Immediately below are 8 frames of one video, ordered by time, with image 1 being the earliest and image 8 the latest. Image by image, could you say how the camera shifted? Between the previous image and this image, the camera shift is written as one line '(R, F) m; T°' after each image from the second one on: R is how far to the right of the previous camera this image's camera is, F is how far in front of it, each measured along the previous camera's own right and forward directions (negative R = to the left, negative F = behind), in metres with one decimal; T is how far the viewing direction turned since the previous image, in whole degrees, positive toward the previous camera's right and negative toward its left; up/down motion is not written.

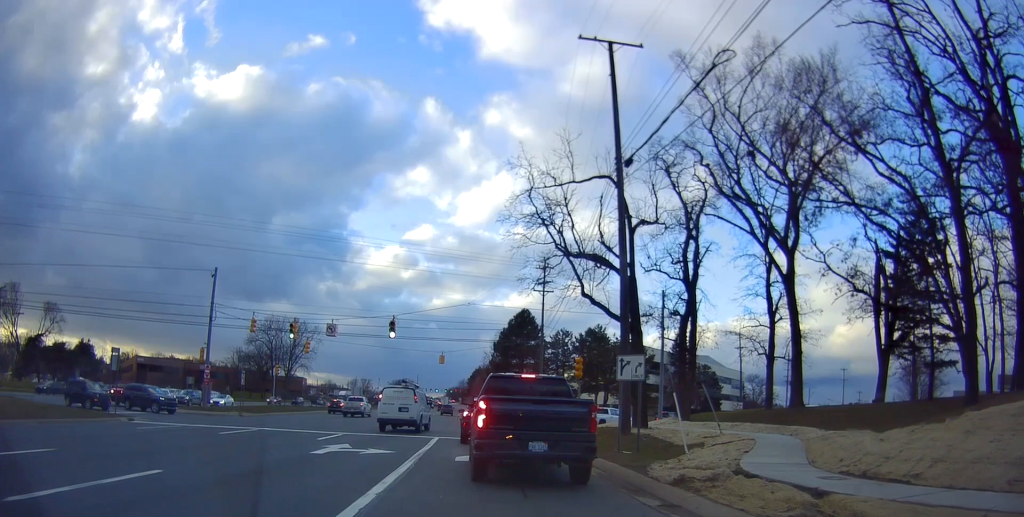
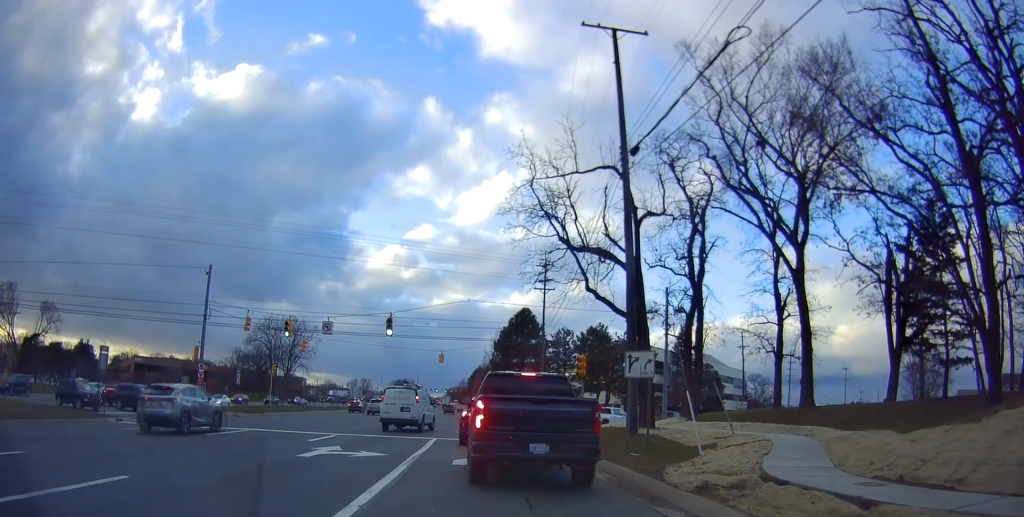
(-0.5, +0.7) m; 0°
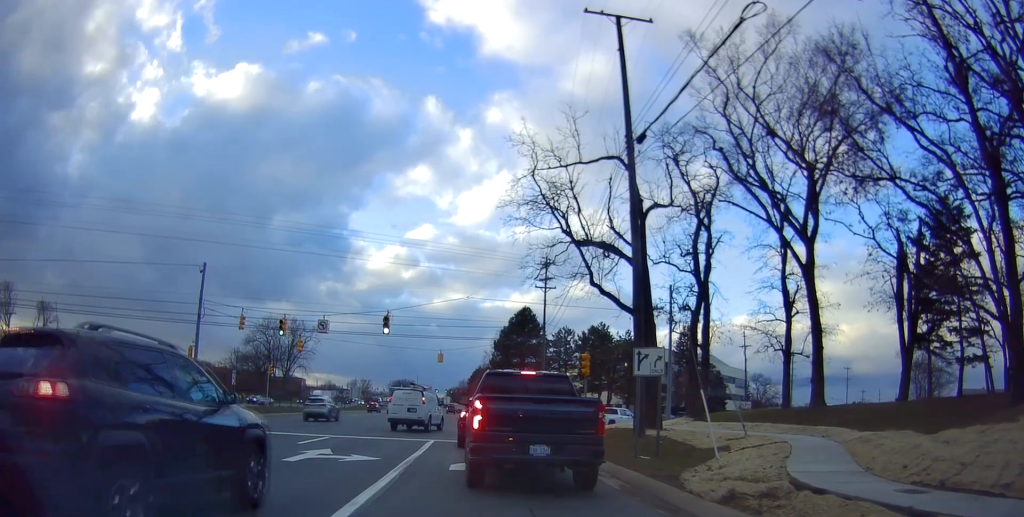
(-0.5, +0.7) m; 0°
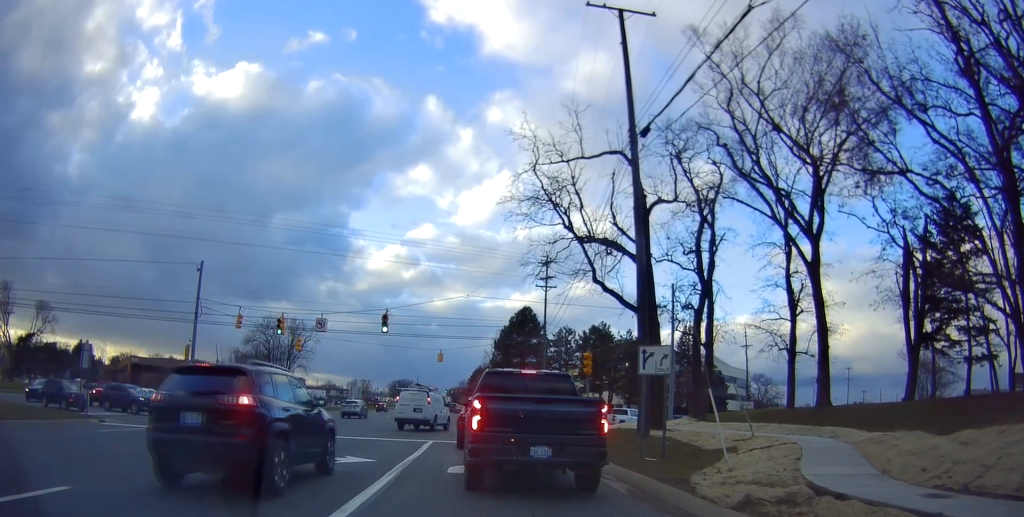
(-0.2, +0.3) m; 0°
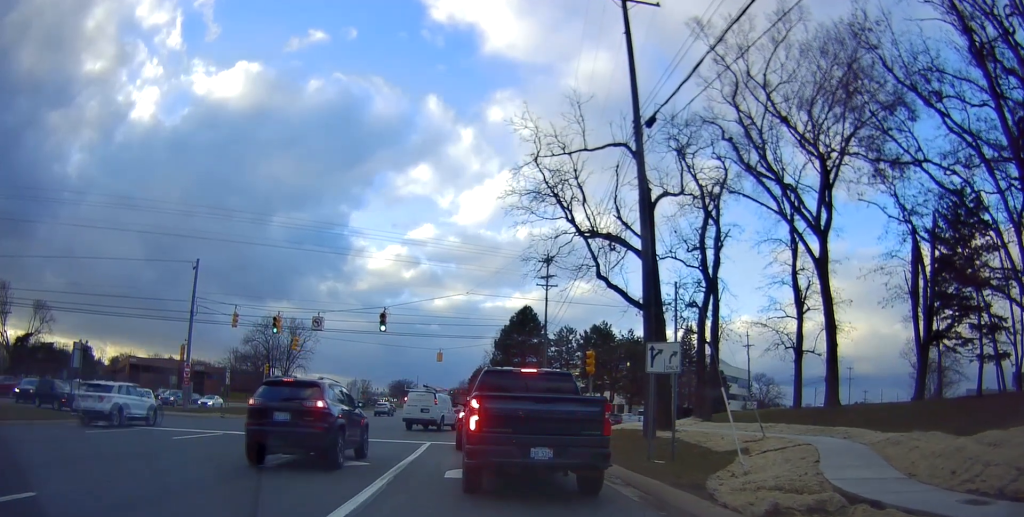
(-0.3, +0.4) m; 0°
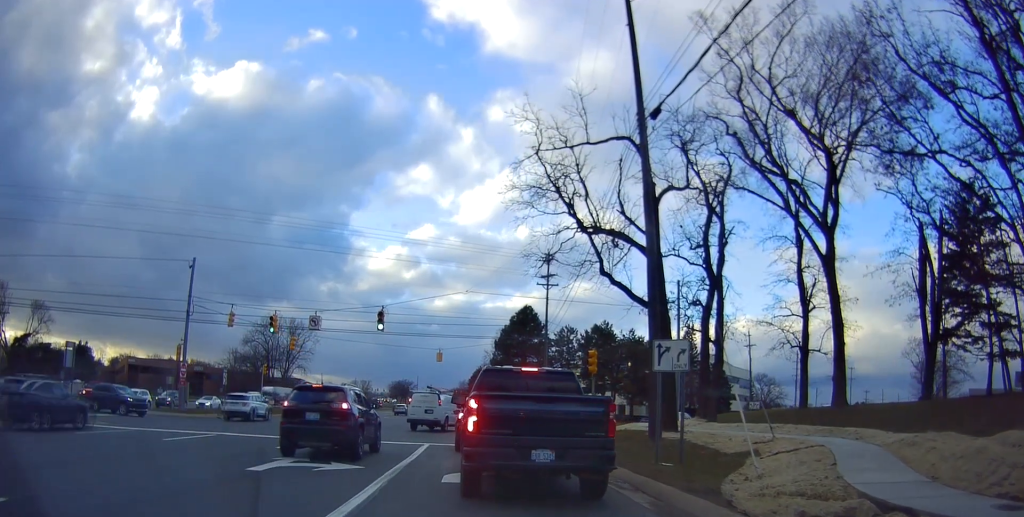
(-0.2, +0.3) m; 0°
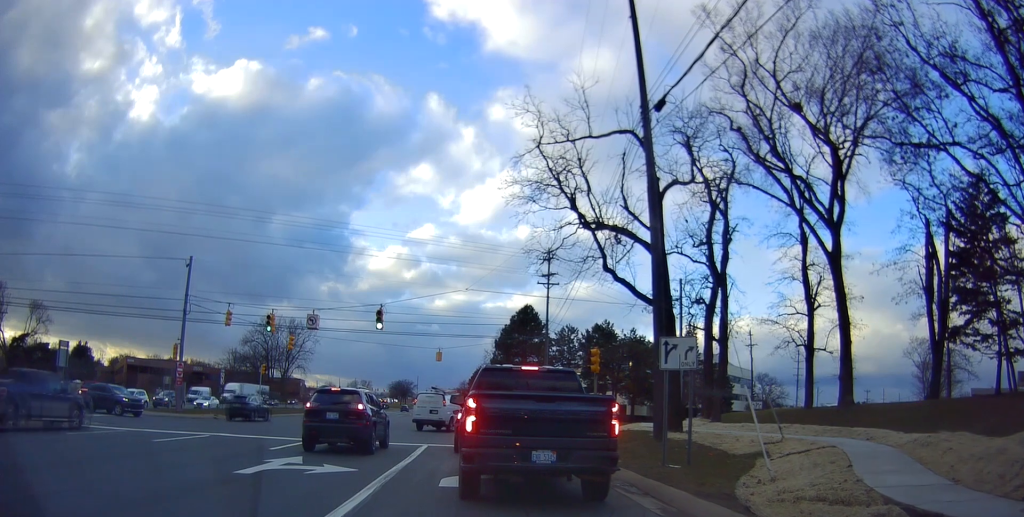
(0.0, +0.4) m; 0°
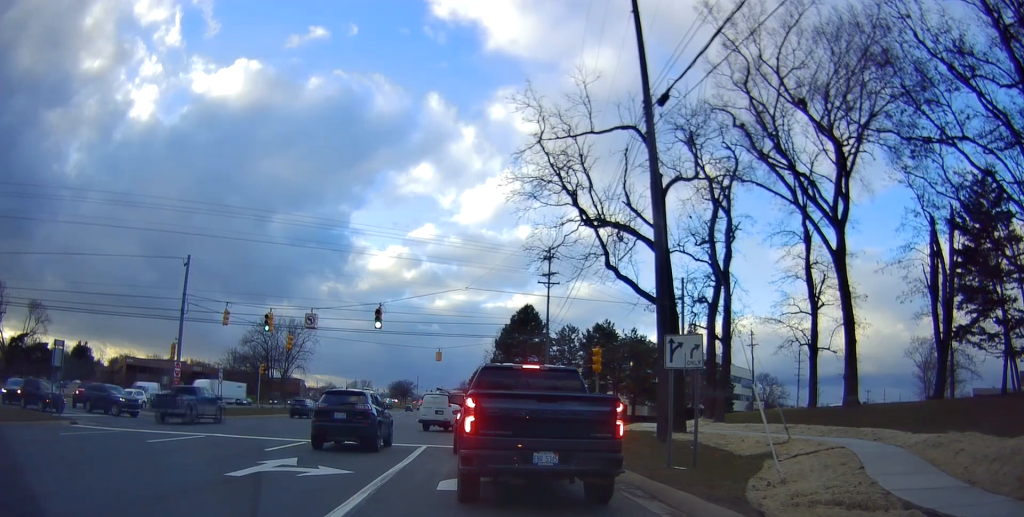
(+0.3, +0.2) m; 0°
